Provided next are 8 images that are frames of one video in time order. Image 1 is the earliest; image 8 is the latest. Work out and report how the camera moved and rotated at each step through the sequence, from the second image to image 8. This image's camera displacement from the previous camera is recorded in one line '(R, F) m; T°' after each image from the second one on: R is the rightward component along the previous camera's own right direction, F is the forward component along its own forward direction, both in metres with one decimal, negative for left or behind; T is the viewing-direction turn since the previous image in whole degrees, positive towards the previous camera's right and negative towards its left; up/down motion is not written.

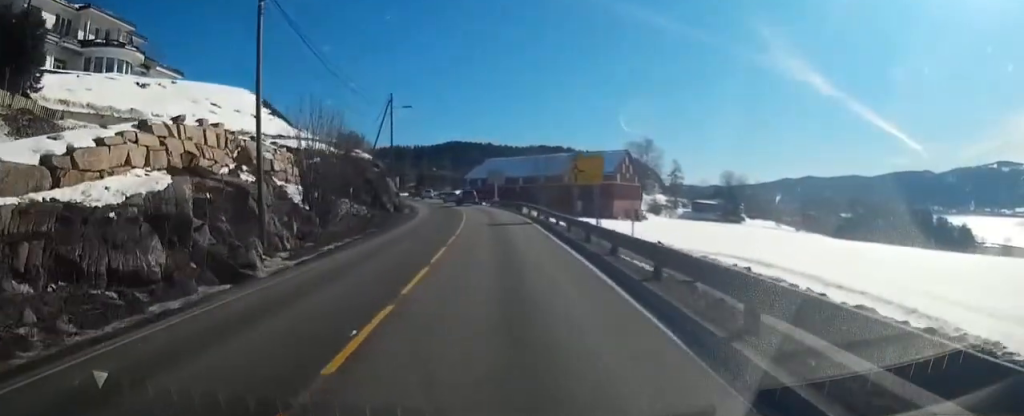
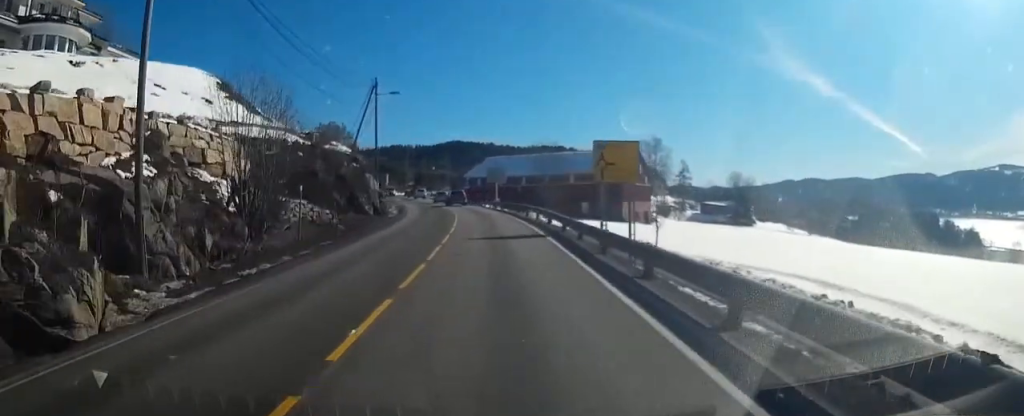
(0.0, +7.6) m; 0°
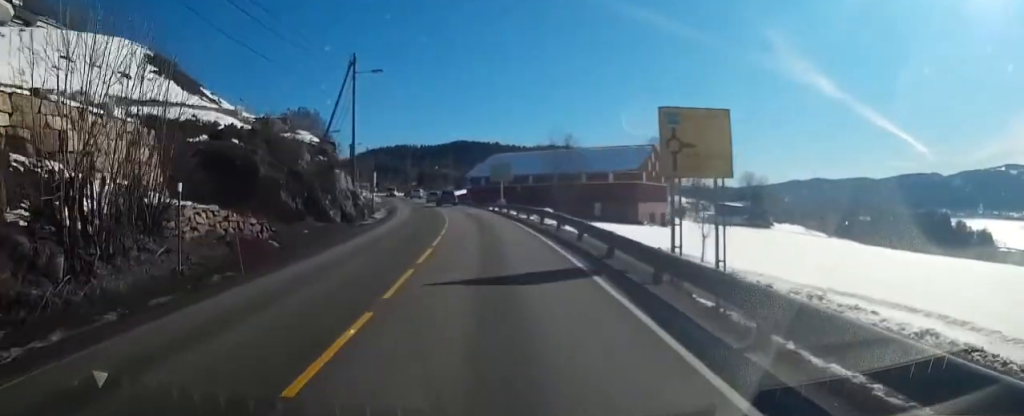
(0.0, +9.0) m; 0°
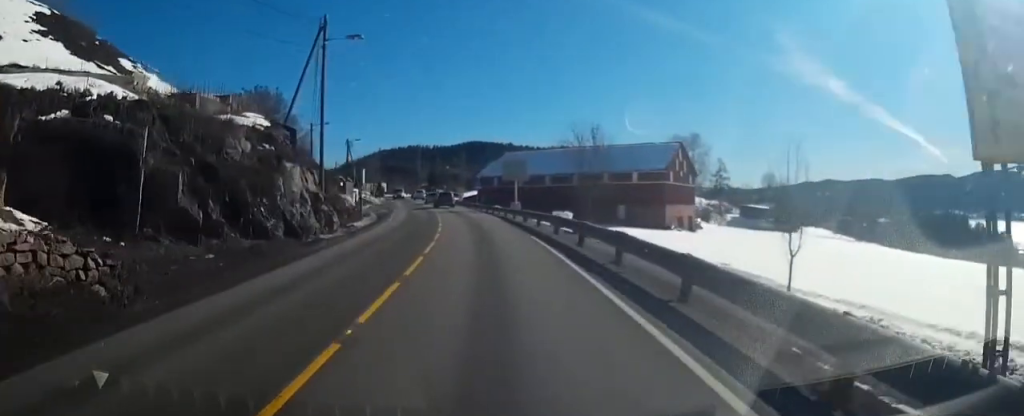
(0.0, +9.5) m; 0°
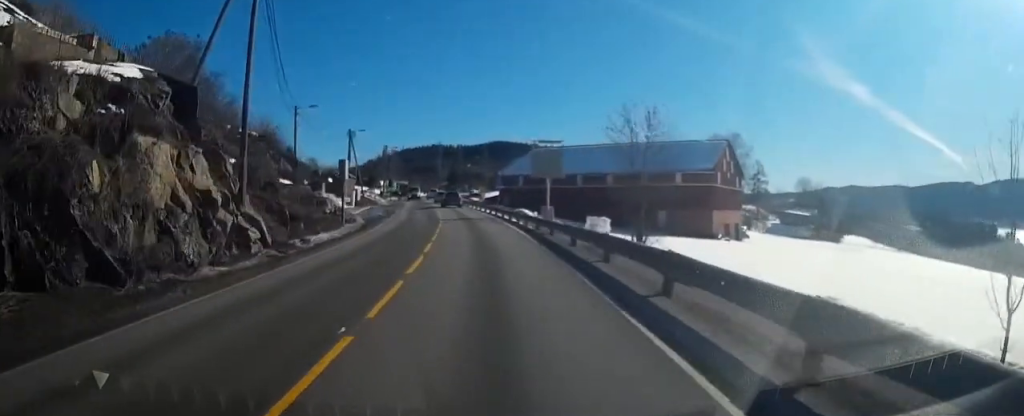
(-0.1, +11.7) m; -1°
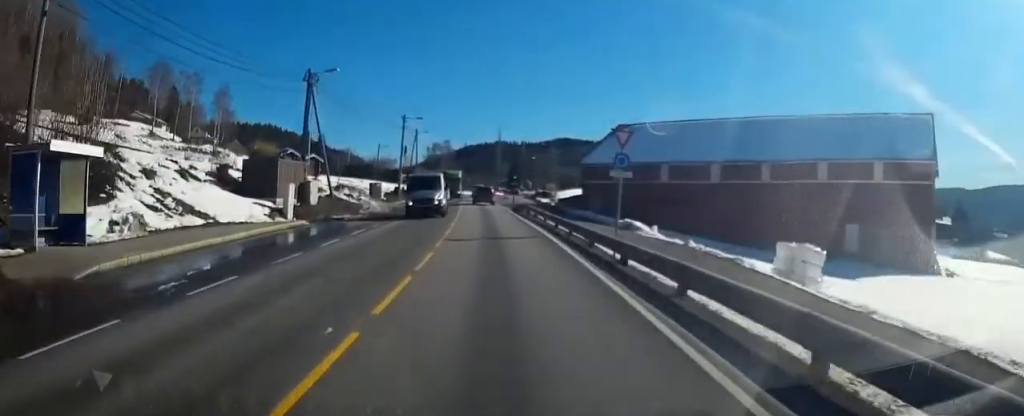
(-2.4, +35.8) m; -7°
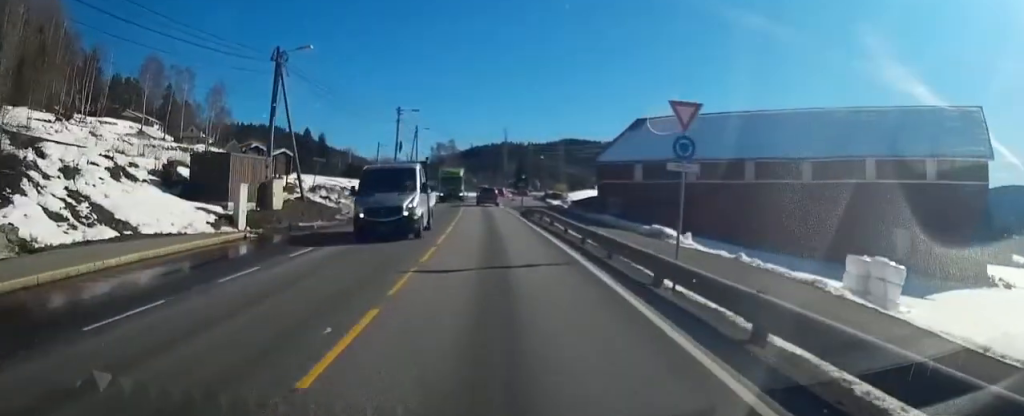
(-0.1, +6.9) m; -1°
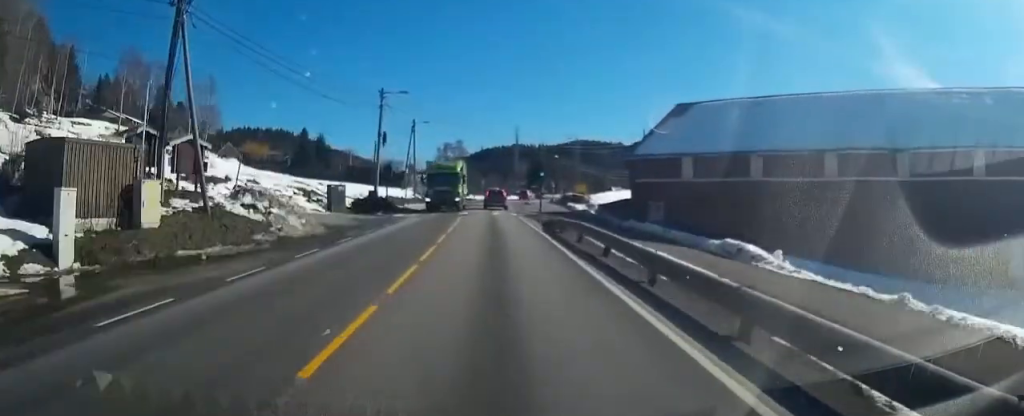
(-0.1, +12.1) m; -2°
